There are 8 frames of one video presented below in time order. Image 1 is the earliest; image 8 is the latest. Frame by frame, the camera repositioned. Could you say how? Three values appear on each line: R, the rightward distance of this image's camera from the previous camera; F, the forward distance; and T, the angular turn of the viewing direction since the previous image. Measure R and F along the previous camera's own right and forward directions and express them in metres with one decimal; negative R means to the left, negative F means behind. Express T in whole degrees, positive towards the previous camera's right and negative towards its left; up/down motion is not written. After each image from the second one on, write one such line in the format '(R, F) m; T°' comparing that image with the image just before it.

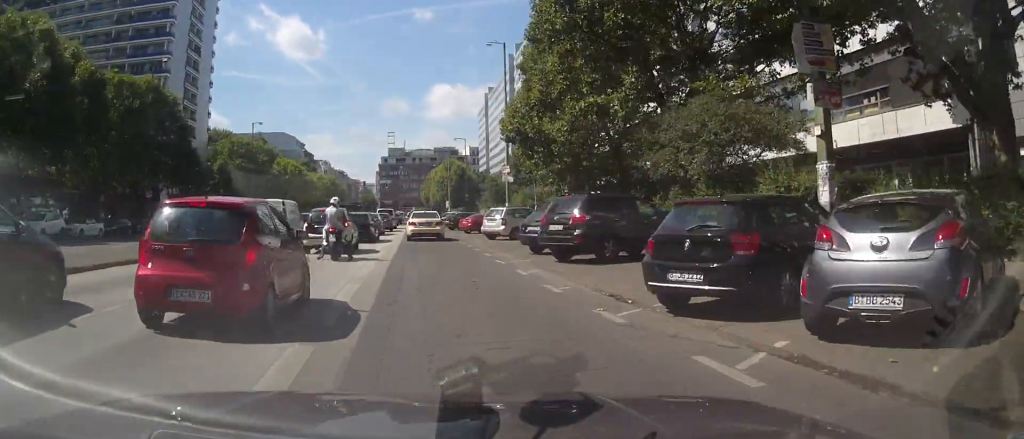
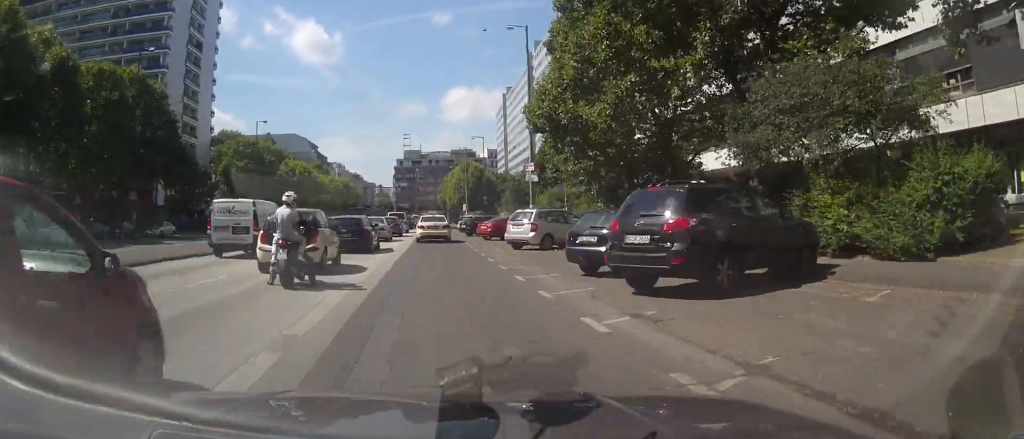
(0.0, +5.9) m; -1°
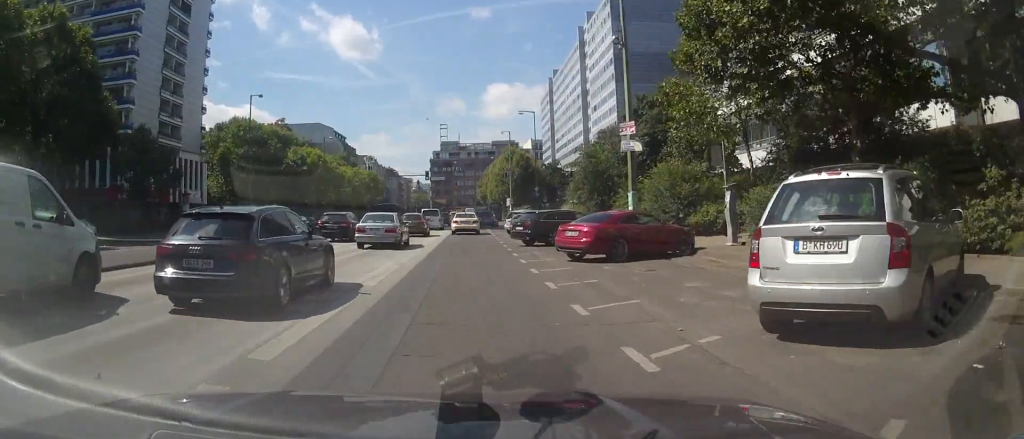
(+0.3, +19.2) m; -2°
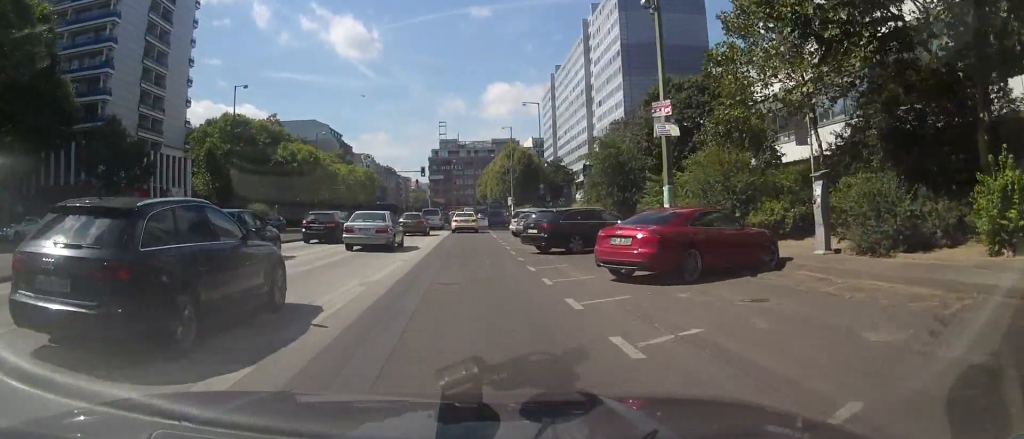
(-0.6, +5.4) m; -1°
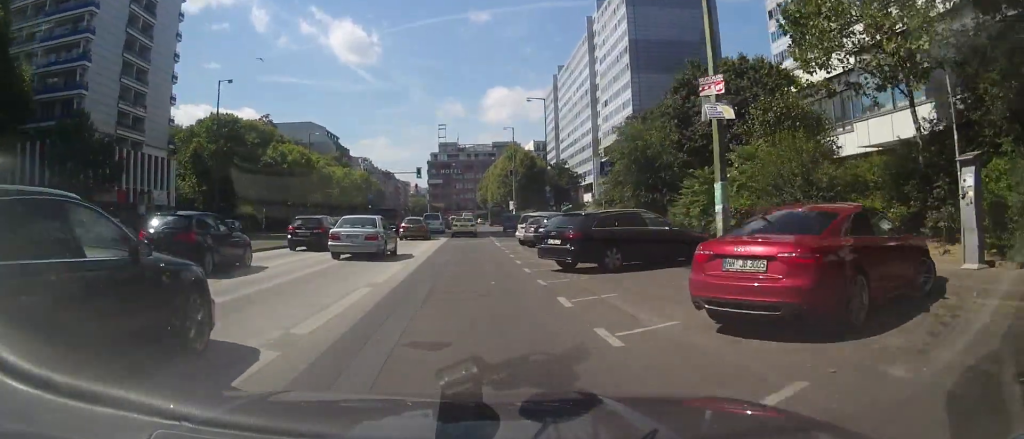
(+0.1, +5.1) m; +1°
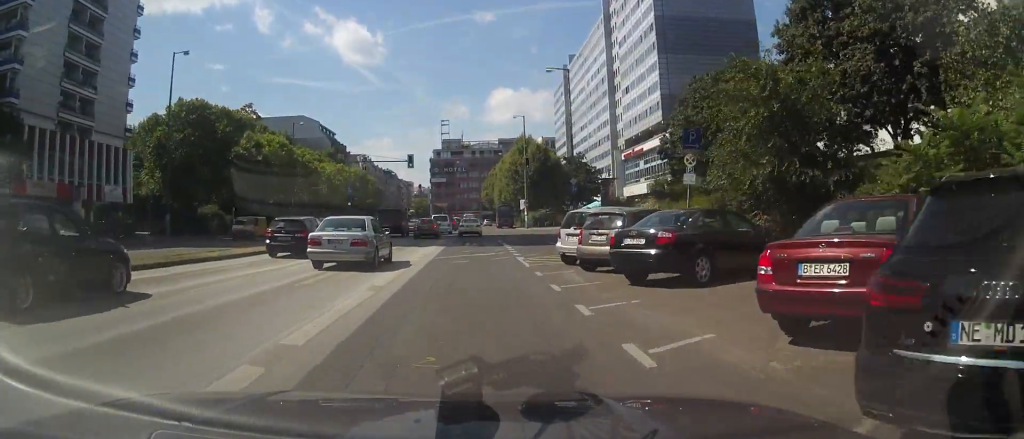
(+0.6, +12.4) m; +3°
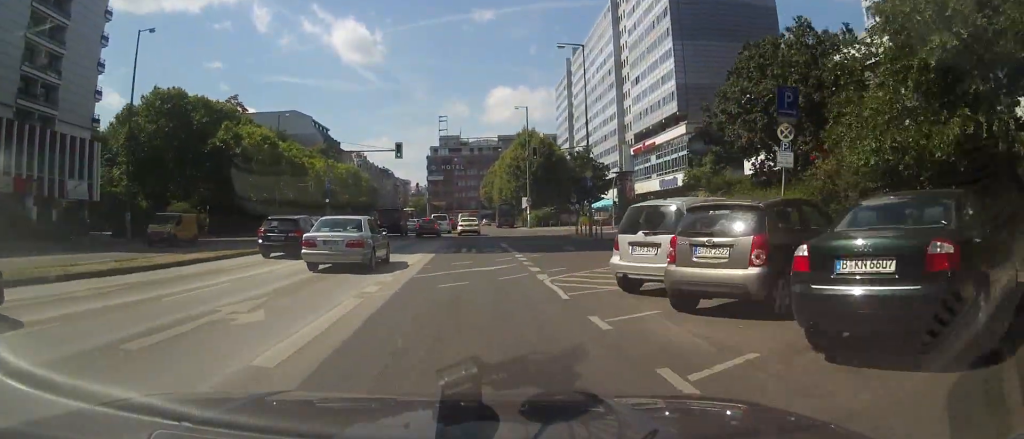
(0.0, +6.8) m; -1°
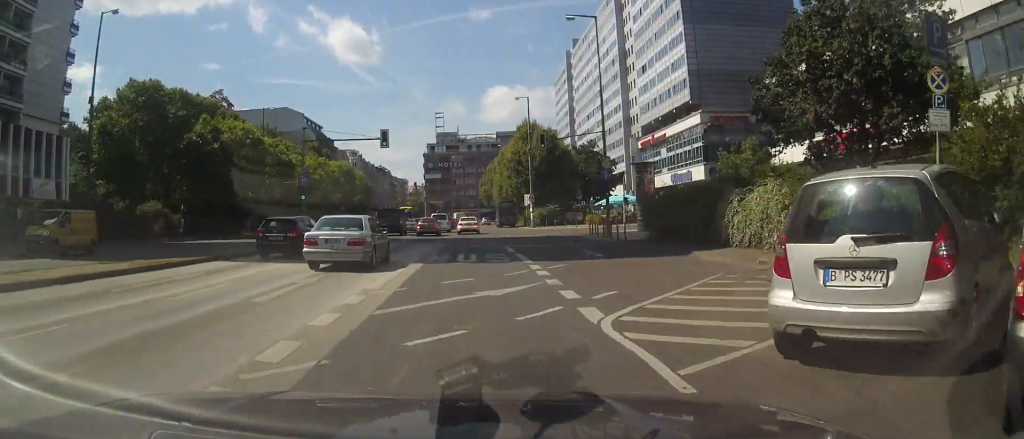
(0.0, +5.6) m; 0°
